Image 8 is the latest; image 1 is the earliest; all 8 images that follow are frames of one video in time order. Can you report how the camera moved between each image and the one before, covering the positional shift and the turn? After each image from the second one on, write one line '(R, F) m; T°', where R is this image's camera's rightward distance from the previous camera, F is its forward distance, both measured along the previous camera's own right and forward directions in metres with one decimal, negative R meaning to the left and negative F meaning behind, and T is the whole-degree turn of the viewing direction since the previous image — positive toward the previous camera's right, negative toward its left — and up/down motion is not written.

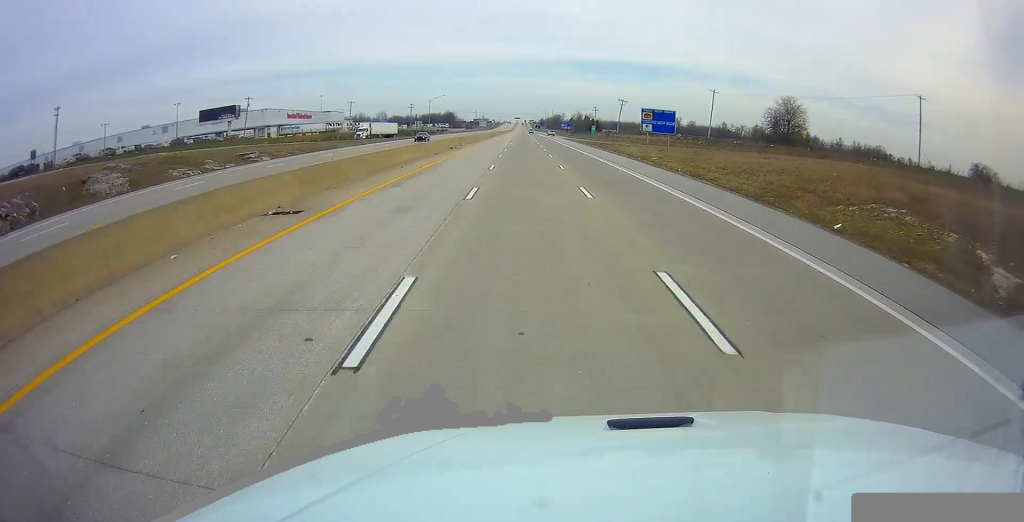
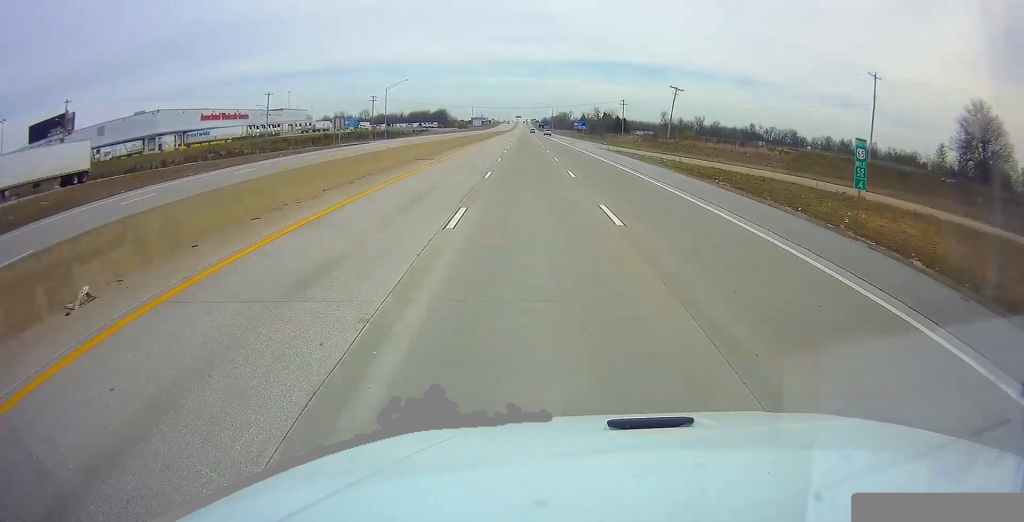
(-0.8, +66.2) m; 0°
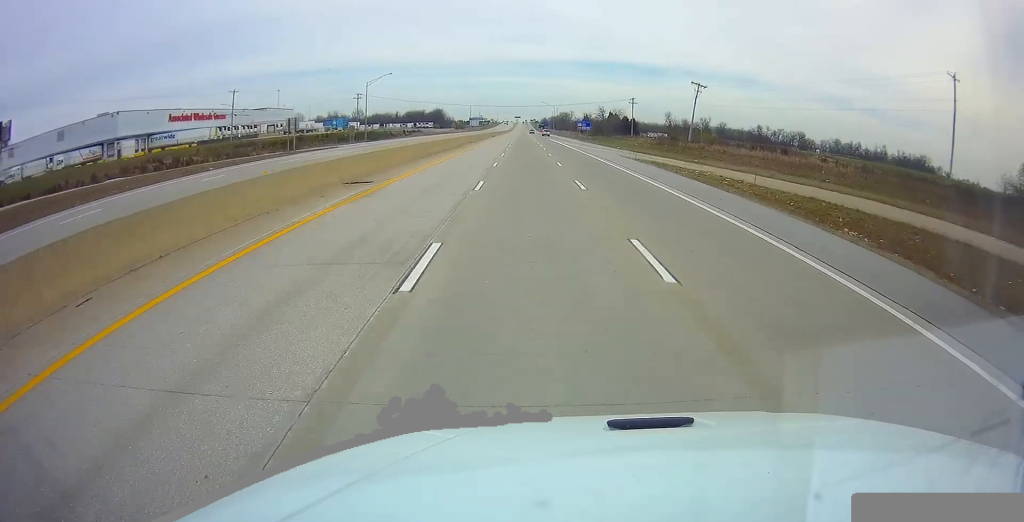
(+0.2, +16.8) m; 0°
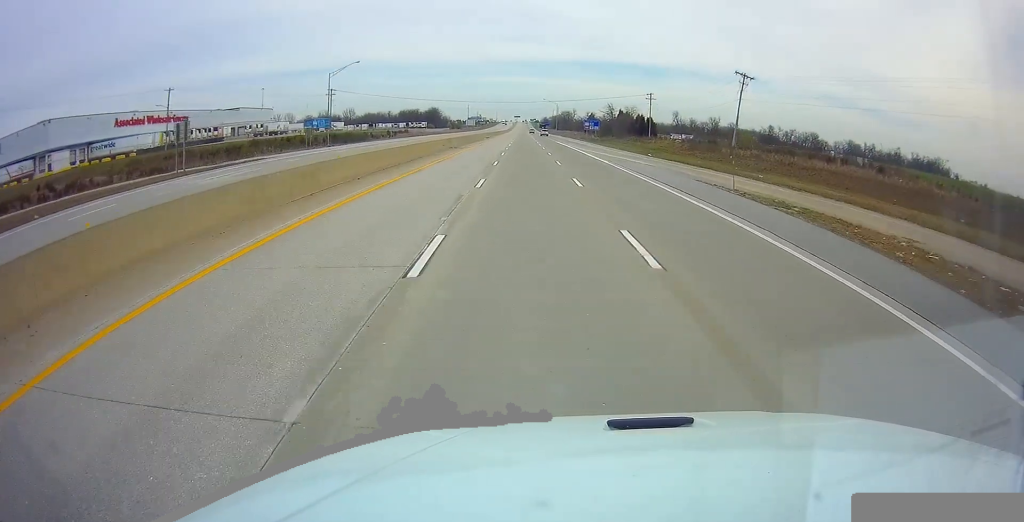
(+0.1, +23.6) m; -1°
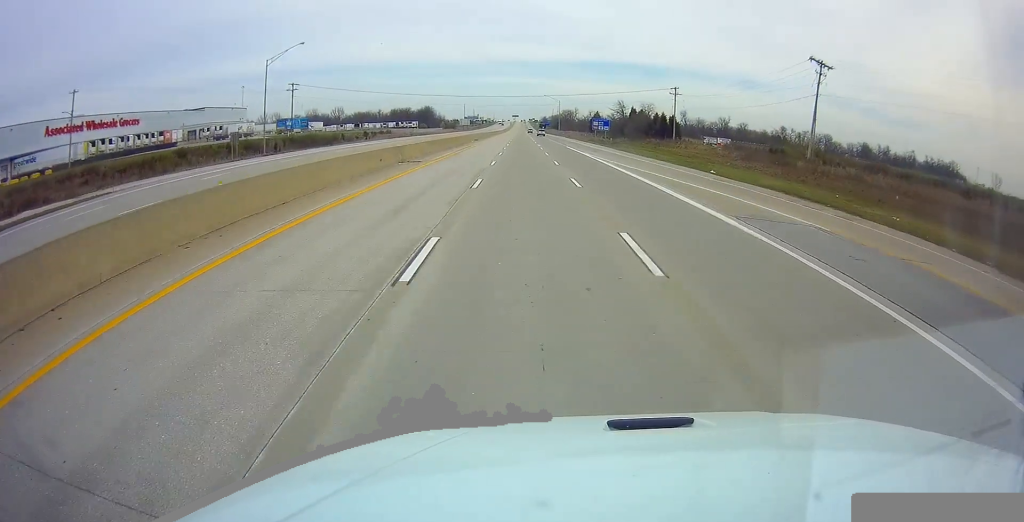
(-0.6, +24.6) m; 0°
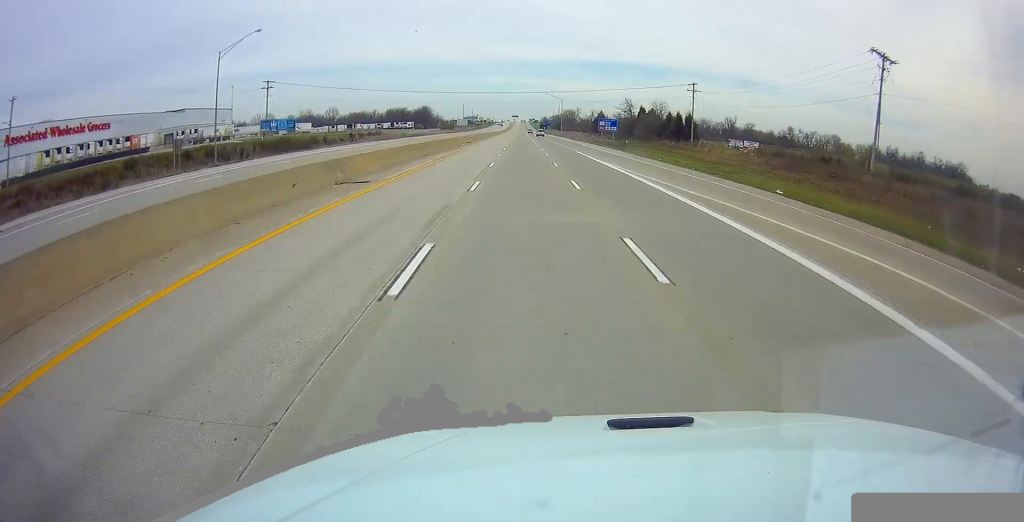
(0.0, +12.8) m; 0°
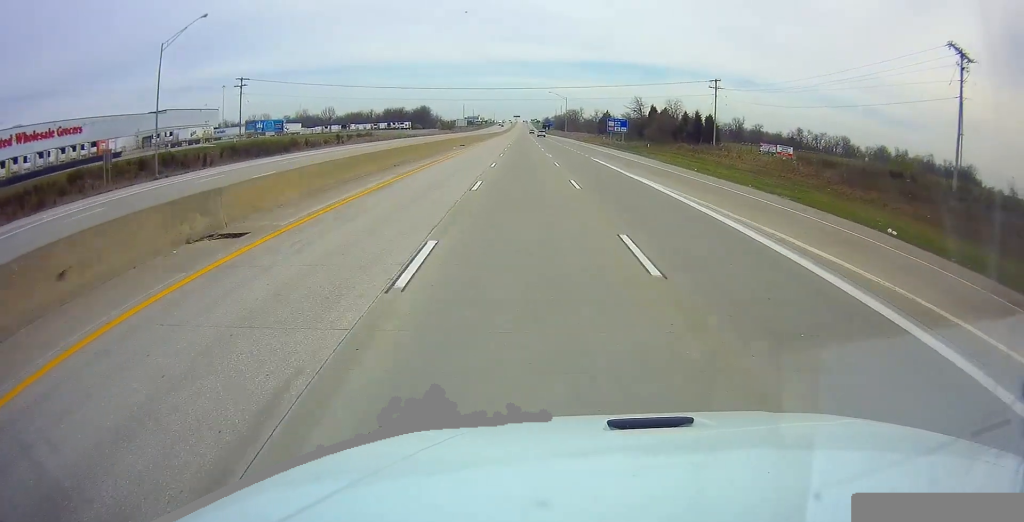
(+0.3, +11.8) m; 0°
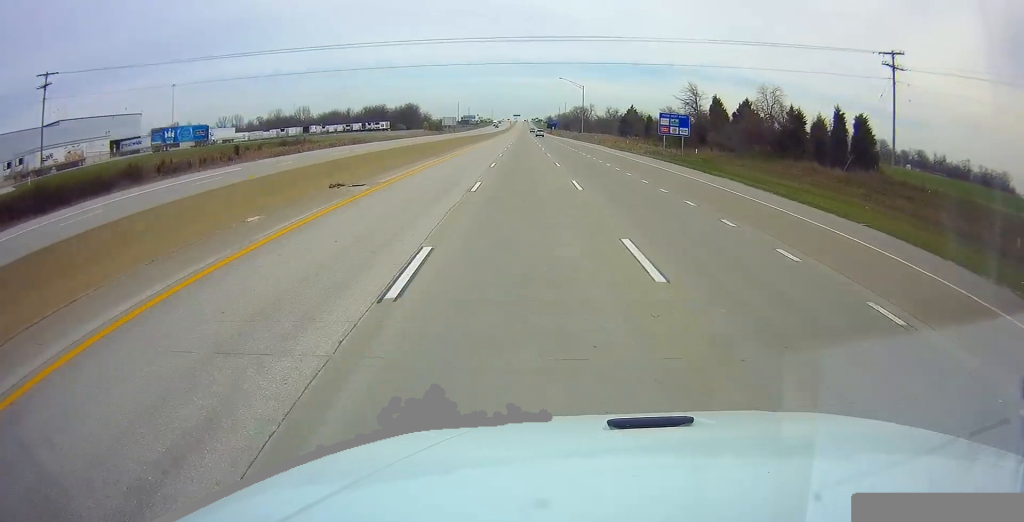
(-0.3, +49.3) m; 0°
